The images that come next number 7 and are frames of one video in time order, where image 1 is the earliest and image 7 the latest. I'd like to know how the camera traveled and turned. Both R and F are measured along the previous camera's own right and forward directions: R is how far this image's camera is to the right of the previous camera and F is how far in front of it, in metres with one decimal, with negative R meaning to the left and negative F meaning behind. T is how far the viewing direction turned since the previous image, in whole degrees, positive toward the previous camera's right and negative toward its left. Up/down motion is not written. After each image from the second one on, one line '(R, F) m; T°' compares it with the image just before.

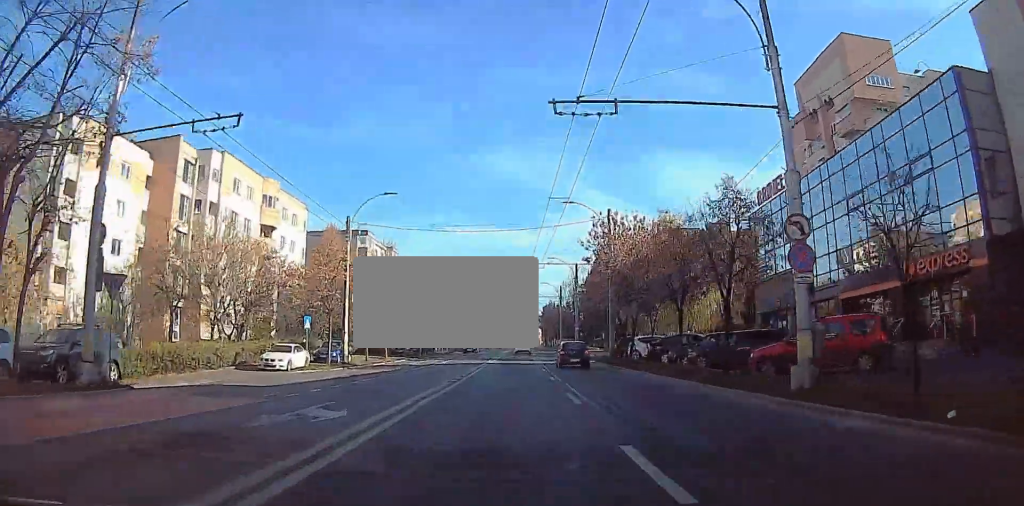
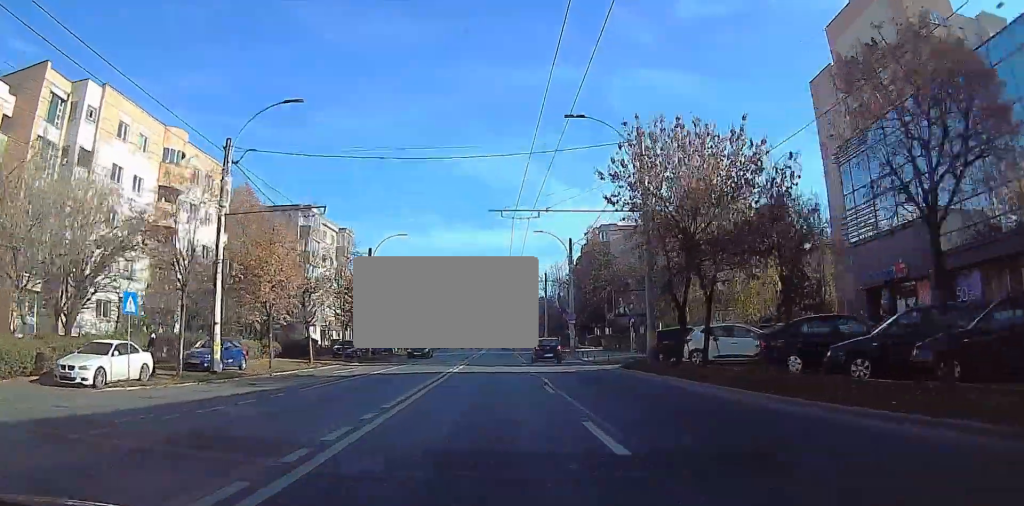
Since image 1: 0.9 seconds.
(0.0, +16.0) m; 0°
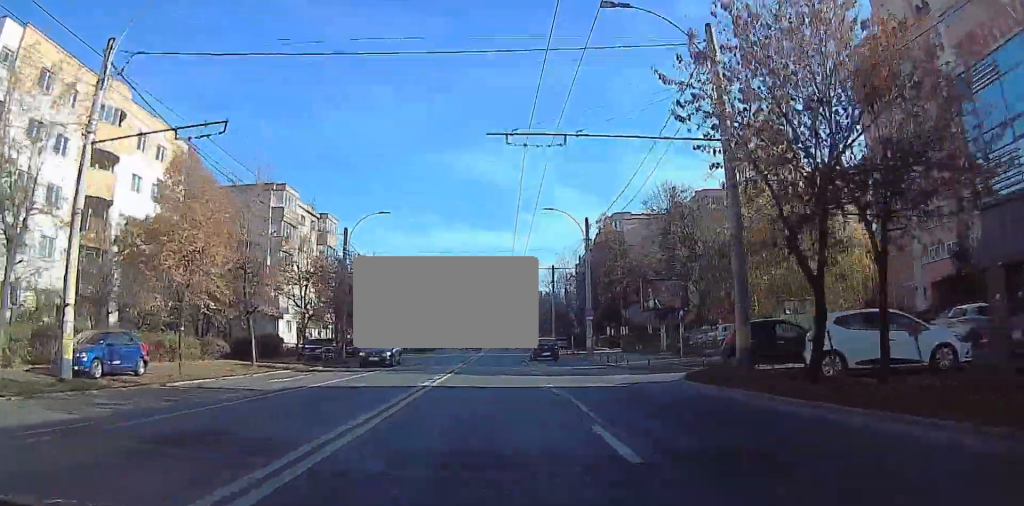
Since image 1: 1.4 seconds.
(0.0, +9.5) m; 0°
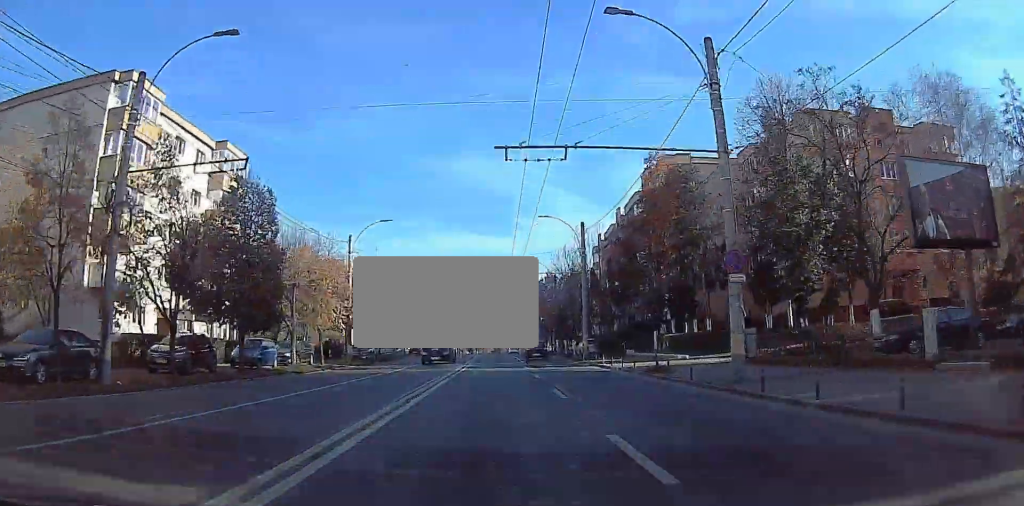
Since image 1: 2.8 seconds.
(+0.1, +28.3) m; +1°
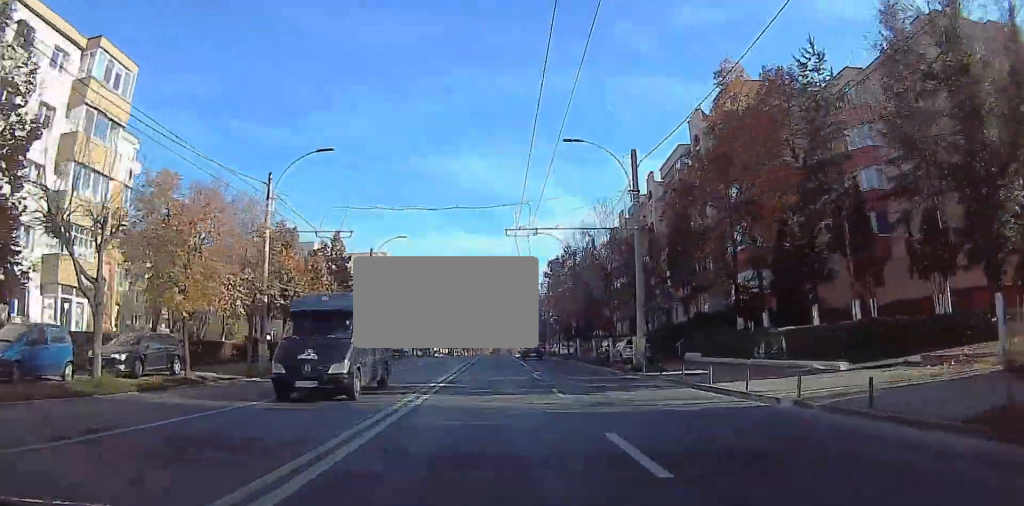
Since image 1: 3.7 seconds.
(+0.1, +17.6) m; 0°
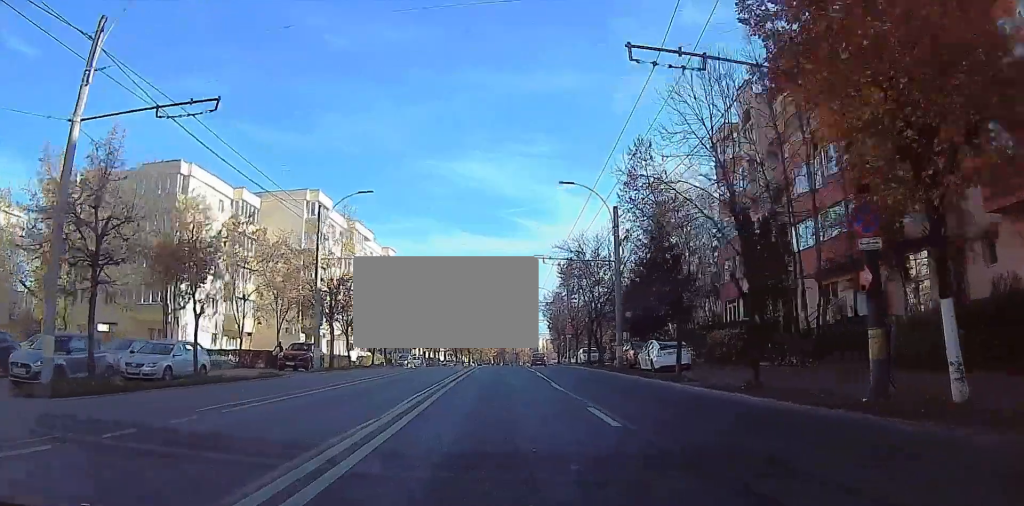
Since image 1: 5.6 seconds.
(0.0, +41.3) m; 0°
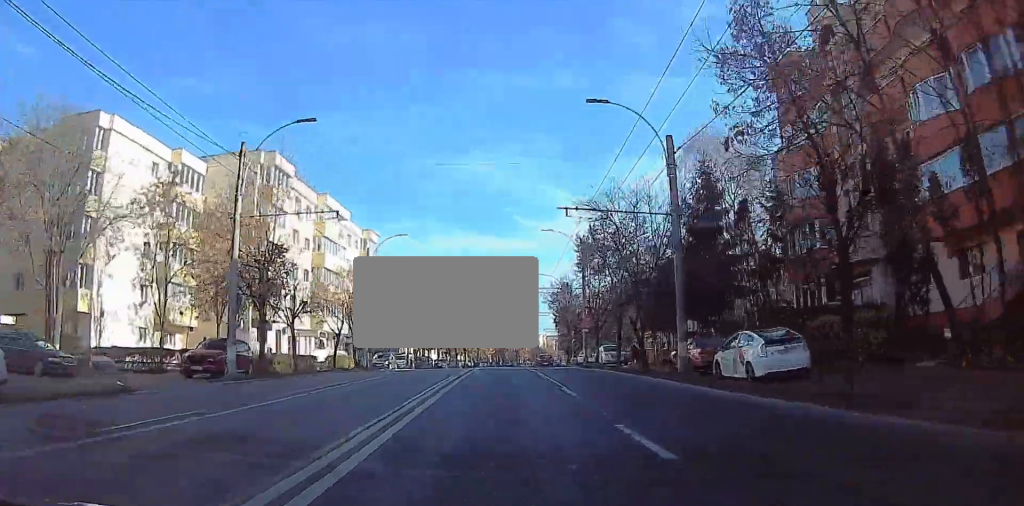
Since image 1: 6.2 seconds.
(-0.1, +12.1) m; +1°
